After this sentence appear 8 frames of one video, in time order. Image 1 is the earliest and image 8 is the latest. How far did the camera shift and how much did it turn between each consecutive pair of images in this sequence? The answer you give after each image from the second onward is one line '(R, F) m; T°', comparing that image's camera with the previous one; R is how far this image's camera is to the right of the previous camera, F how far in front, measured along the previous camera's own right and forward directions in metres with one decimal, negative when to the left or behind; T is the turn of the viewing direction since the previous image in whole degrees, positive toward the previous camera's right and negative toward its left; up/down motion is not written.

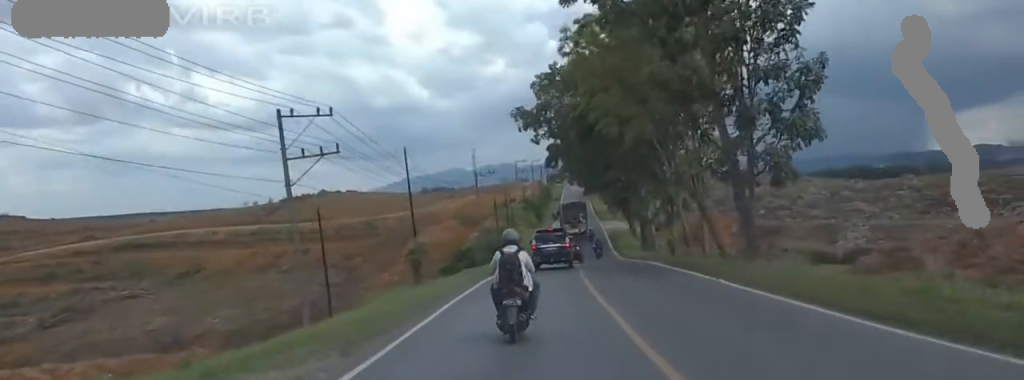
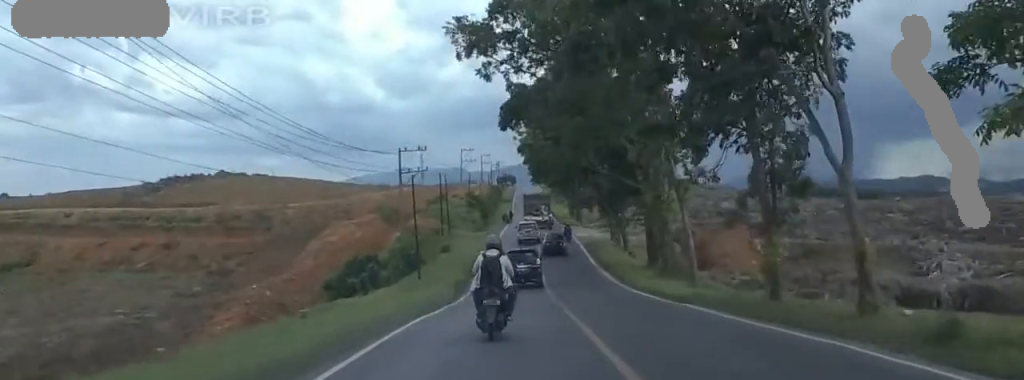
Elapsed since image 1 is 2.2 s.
(+4.1, +29.1) m; +7°
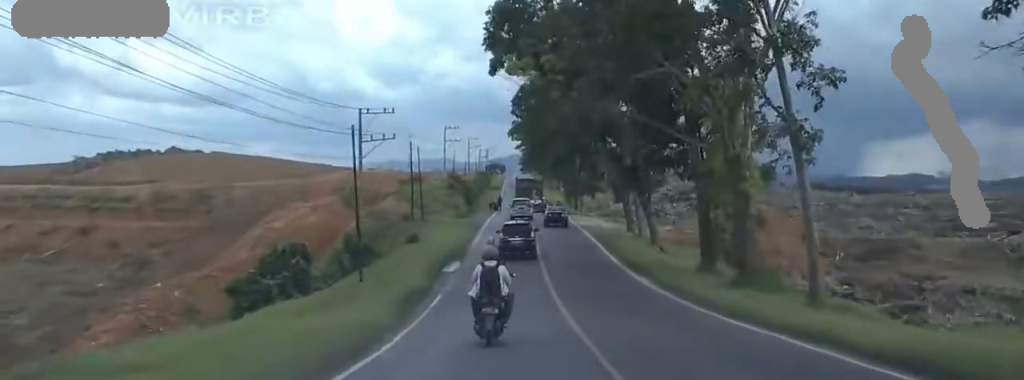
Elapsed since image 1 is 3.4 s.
(-2.0, +15.5) m; -6°
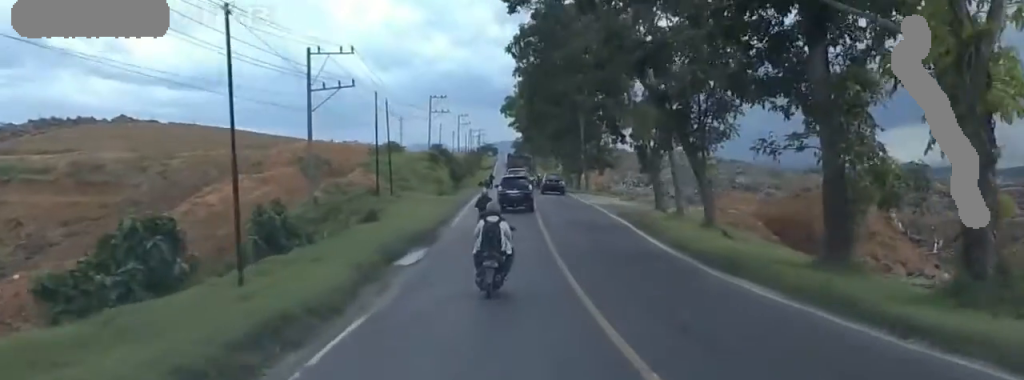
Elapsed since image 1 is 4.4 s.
(+0.3, +13.6) m; +4°
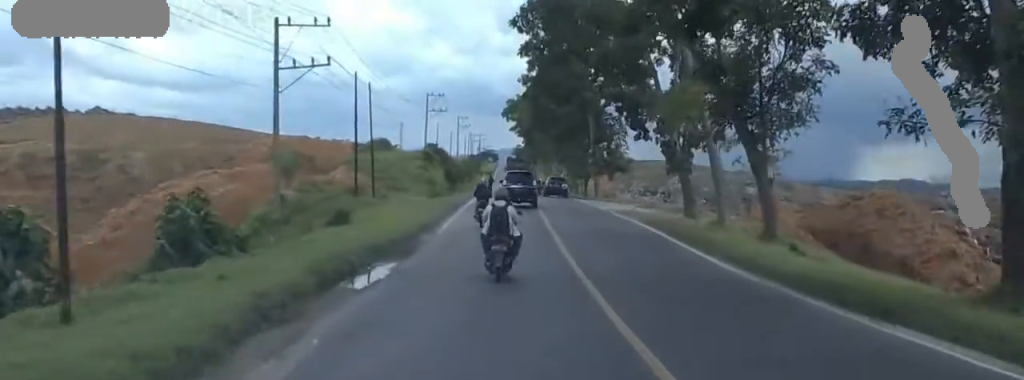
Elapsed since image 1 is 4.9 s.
(+0.3, +7.1) m; +3°
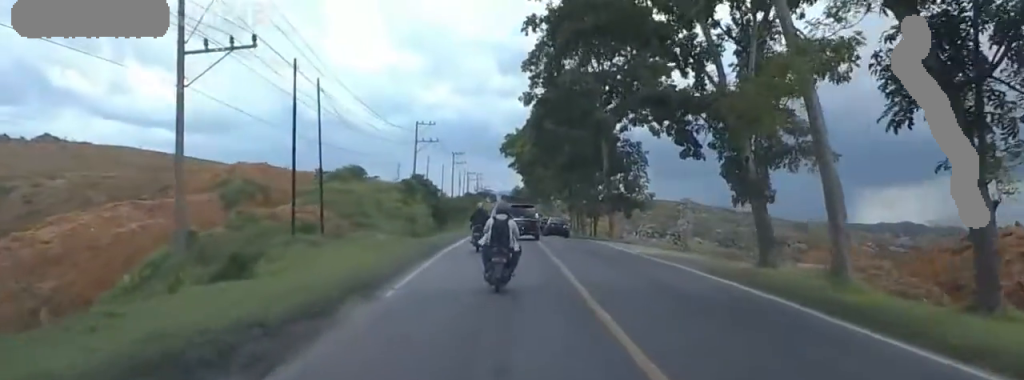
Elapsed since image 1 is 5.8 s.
(+0.3, +11.3) m; +1°
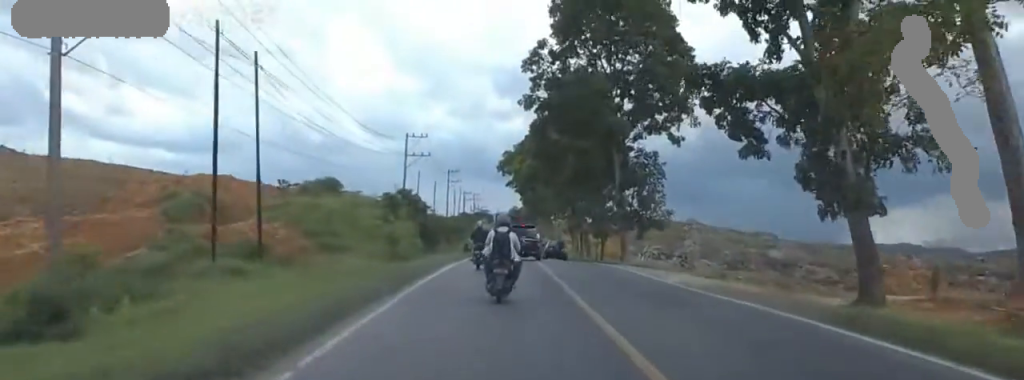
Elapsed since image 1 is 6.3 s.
(0.0, +7.6) m; -1°
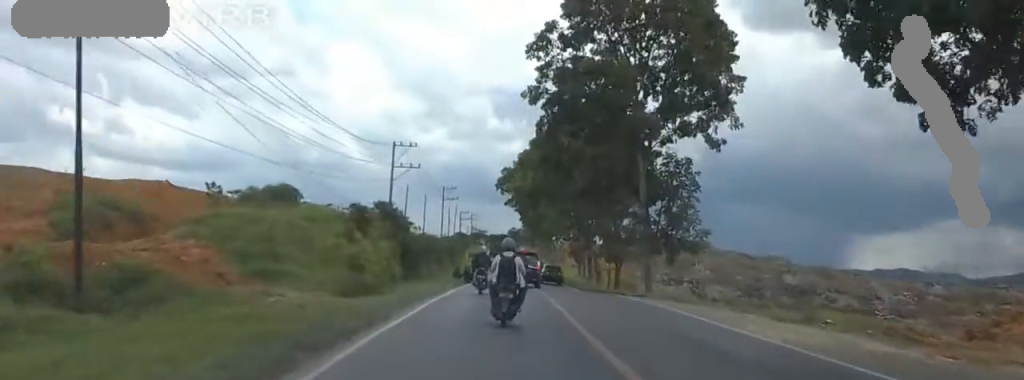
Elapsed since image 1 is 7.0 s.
(0.0, +9.8) m; -4°
